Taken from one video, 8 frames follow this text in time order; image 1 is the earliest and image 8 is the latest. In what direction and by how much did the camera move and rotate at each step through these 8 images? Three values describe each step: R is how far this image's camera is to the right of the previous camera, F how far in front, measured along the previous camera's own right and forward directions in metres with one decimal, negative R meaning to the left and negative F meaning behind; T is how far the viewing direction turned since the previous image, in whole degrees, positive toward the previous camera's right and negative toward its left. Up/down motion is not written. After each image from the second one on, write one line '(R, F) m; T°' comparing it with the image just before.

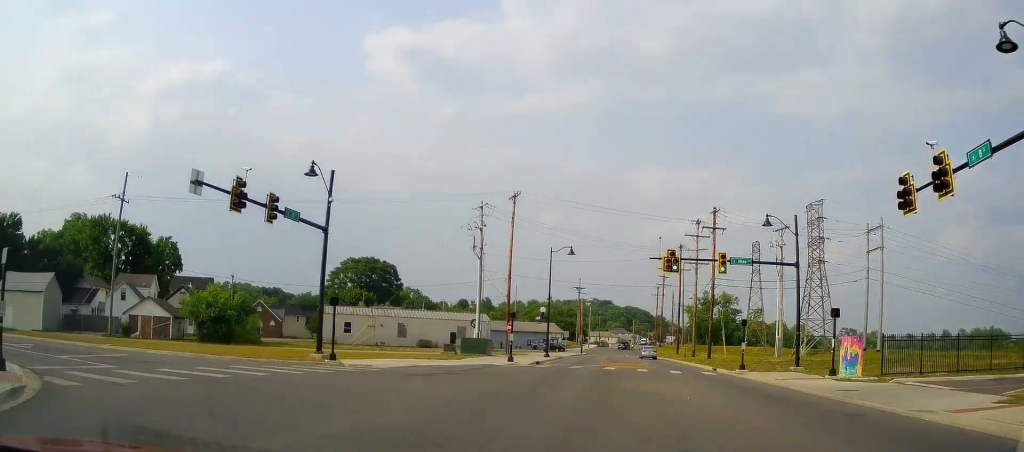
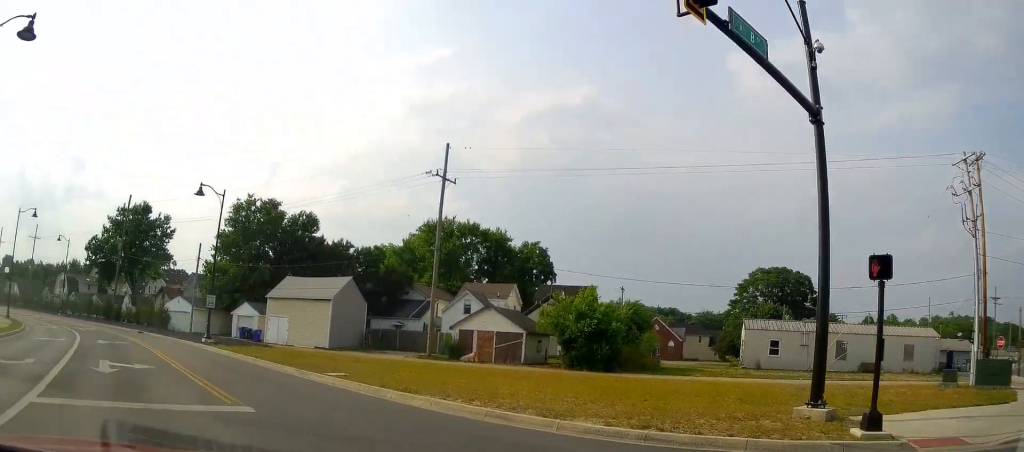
(-4.5, +17.8) m; -41°
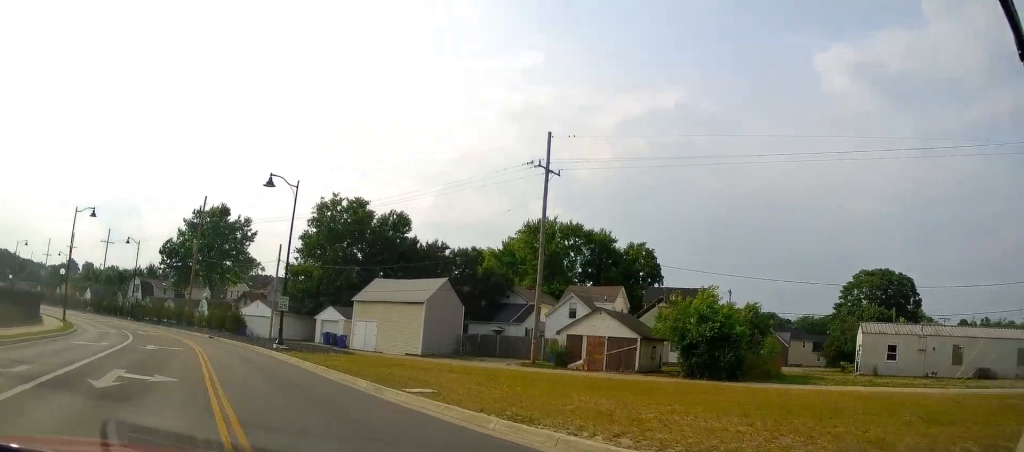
(-1.0, +4.0) m; -10°
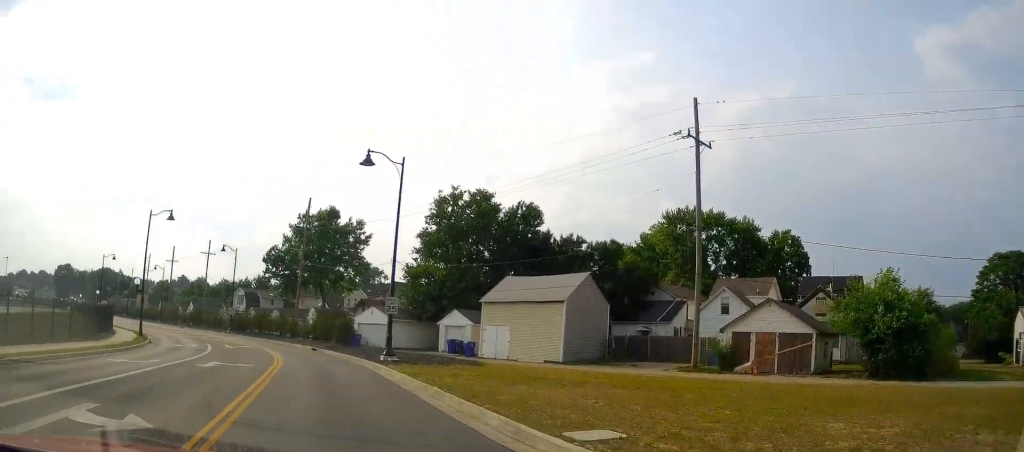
(-0.4, +5.8) m; -9°
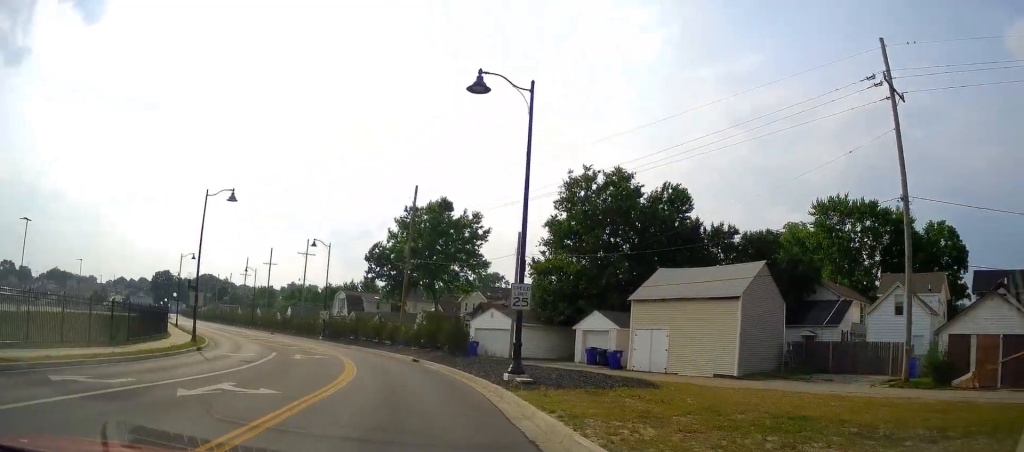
(-0.7, +8.3) m; -10°
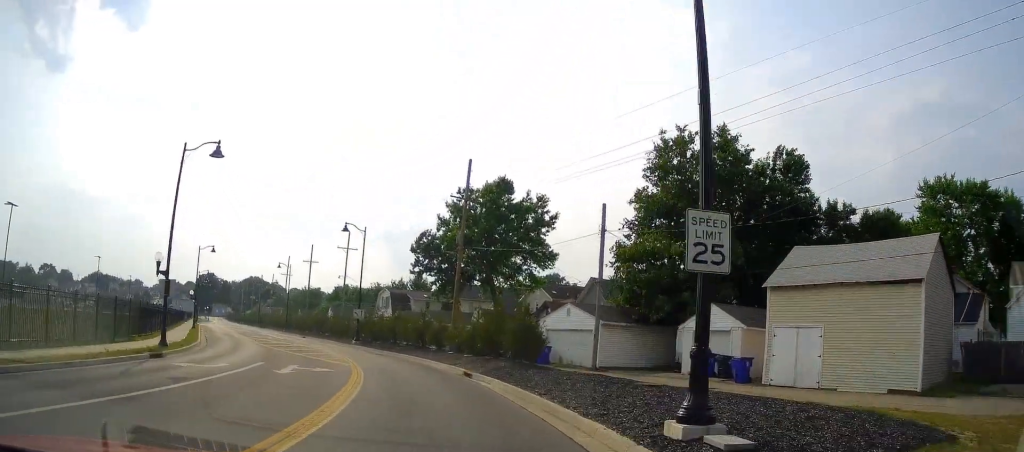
(-1.0, +9.6) m; -8°
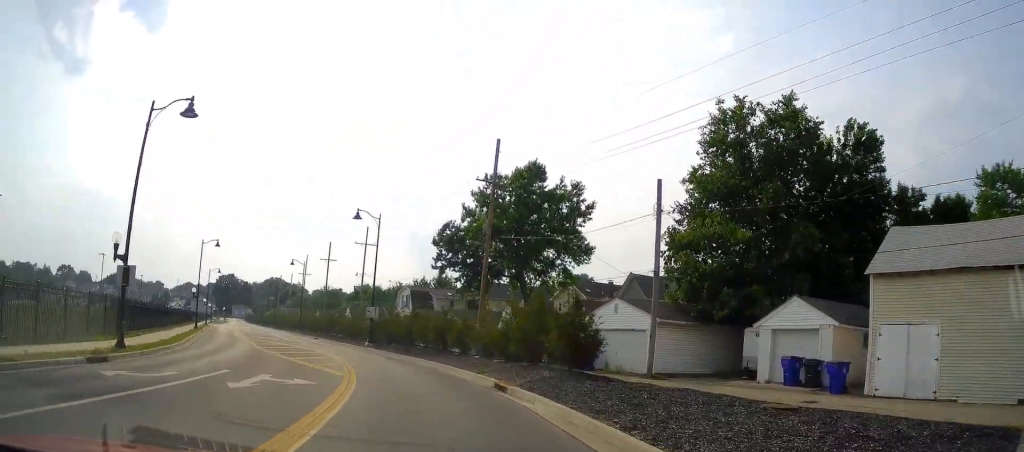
(+0.2, +5.3) m; -3°
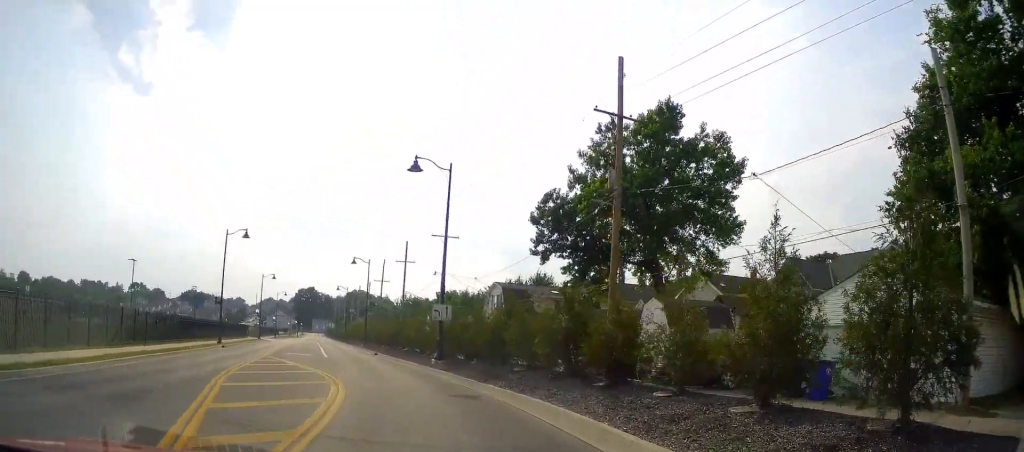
(-1.3, +13.7) m; -8°
